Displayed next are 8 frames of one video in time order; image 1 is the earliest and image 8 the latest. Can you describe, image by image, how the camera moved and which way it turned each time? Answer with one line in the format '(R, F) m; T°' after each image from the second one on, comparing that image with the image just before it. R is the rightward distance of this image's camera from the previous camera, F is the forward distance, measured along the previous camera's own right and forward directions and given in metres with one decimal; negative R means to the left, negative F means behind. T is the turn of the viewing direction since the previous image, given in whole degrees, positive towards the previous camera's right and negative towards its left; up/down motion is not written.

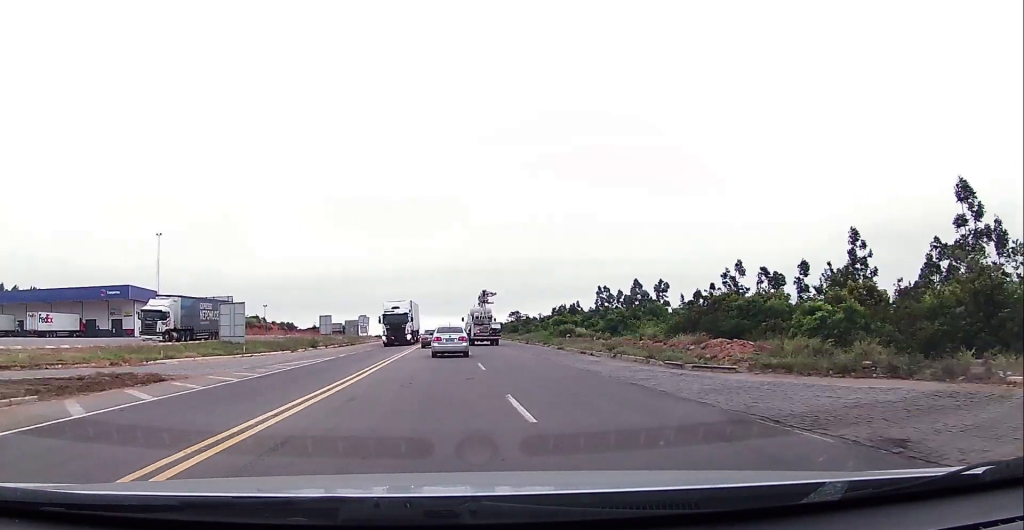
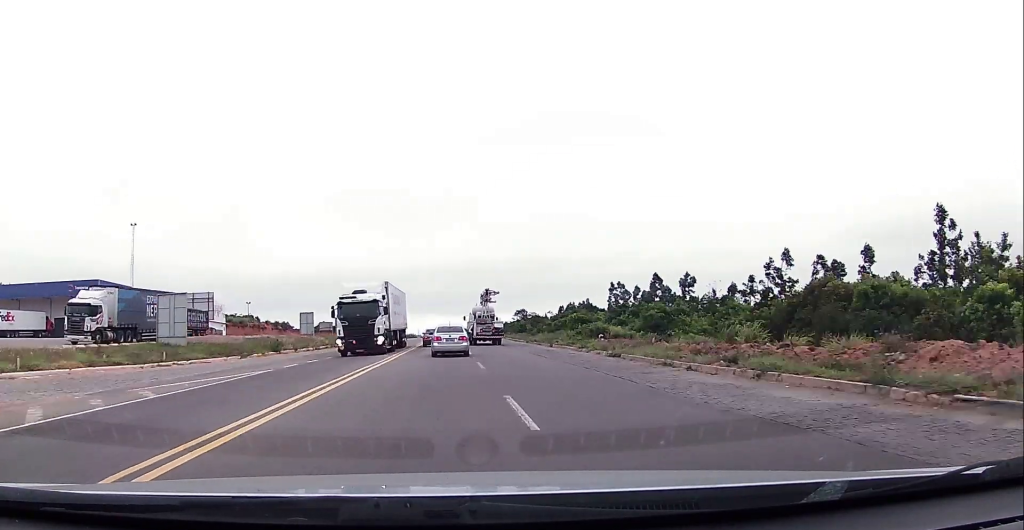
(+0.3, +12.6) m; 0°
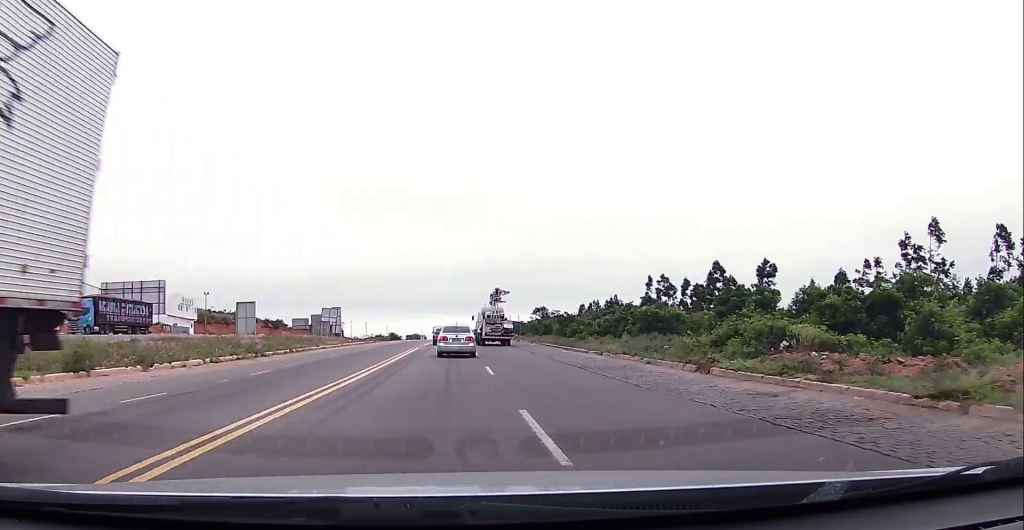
(-0.6, +25.4) m; -1°
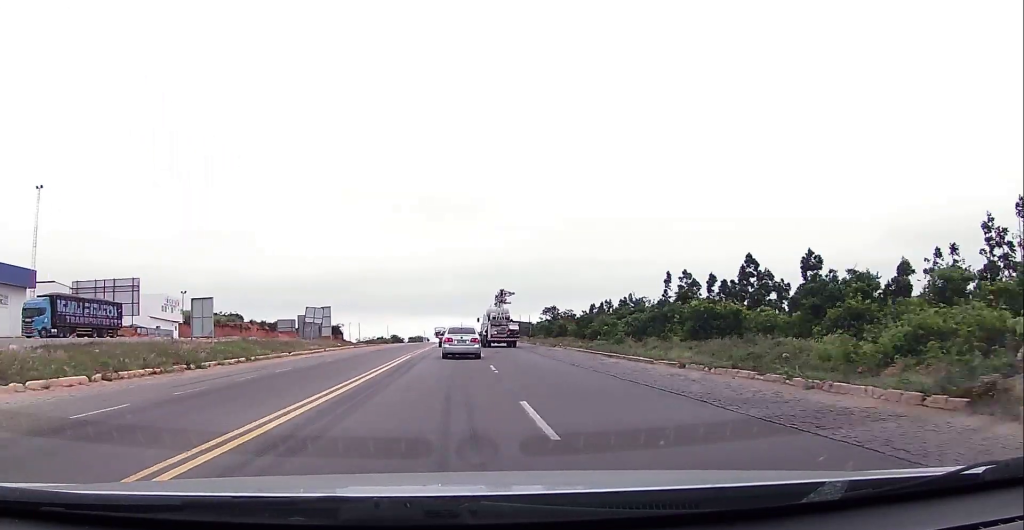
(+0.2, +9.7) m; 0°
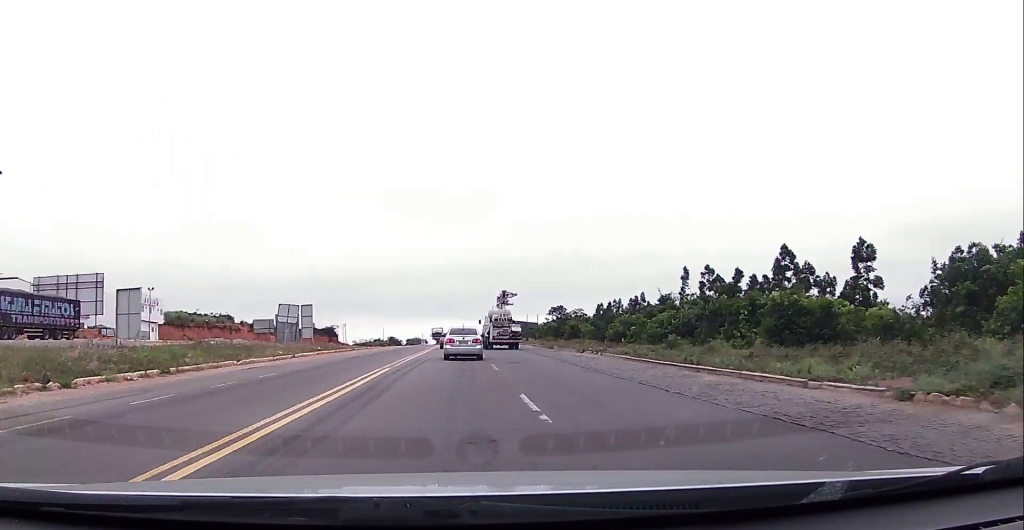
(+0.3, +10.4) m; 0°
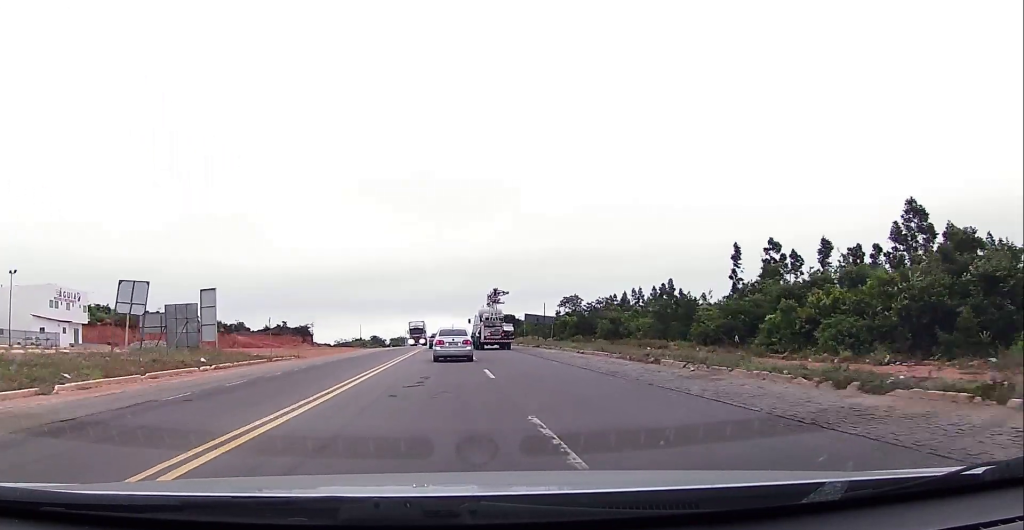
(-0.6, +27.0) m; 0°
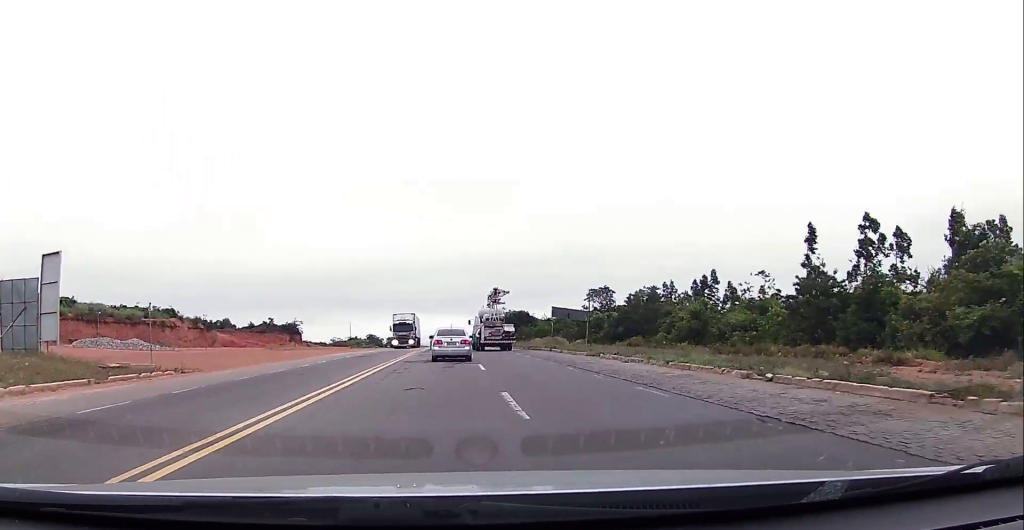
(+0.4, +19.9) m; +2°
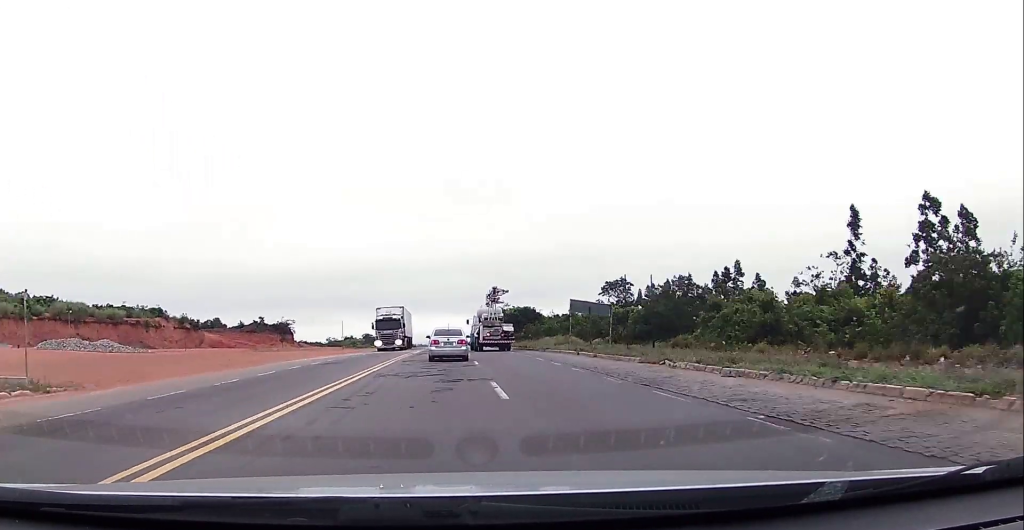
(+0.1, +9.3) m; 0°
